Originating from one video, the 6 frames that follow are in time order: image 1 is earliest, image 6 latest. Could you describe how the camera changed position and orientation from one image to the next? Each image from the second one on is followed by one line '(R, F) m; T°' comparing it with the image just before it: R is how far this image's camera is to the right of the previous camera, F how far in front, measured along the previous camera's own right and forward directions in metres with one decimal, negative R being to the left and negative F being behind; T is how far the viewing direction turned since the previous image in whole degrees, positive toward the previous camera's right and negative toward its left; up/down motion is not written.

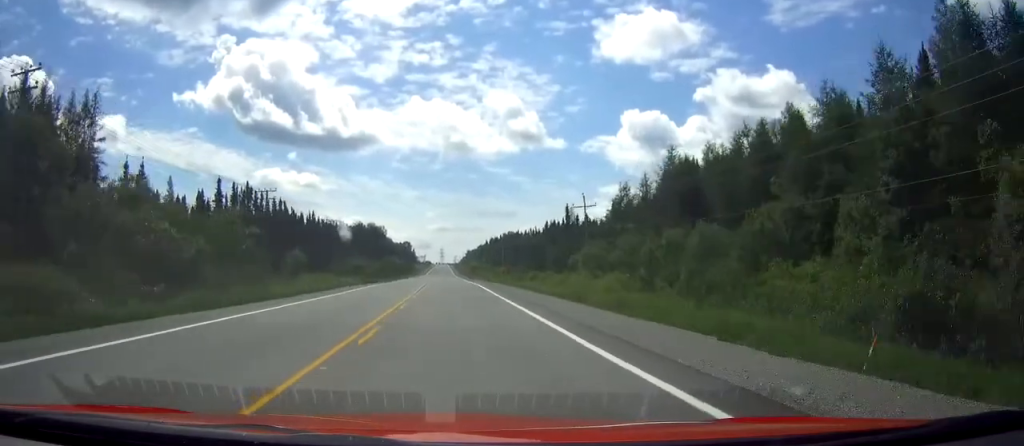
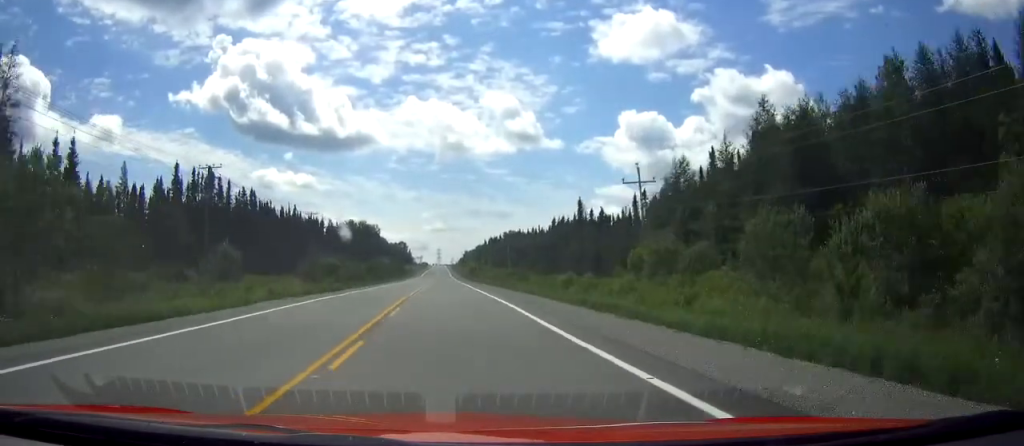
(0.0, +20.5) m; 0°
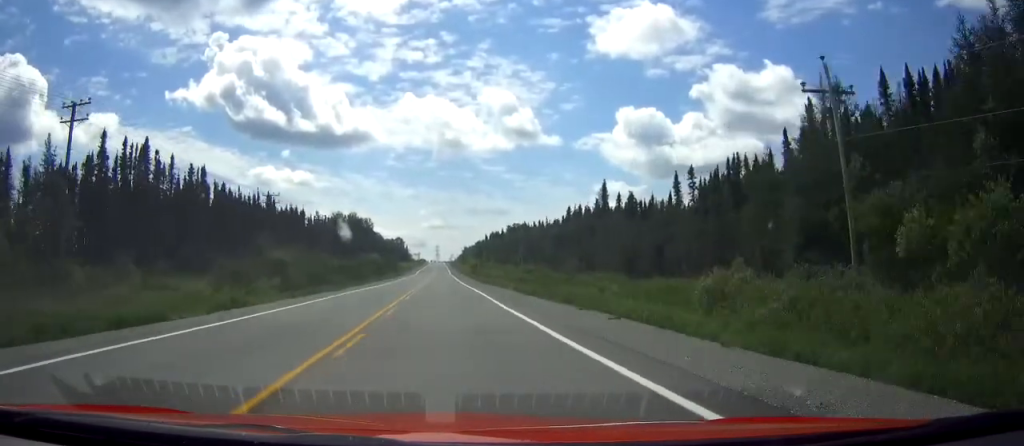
(+0.1, +26.0) m; 0°
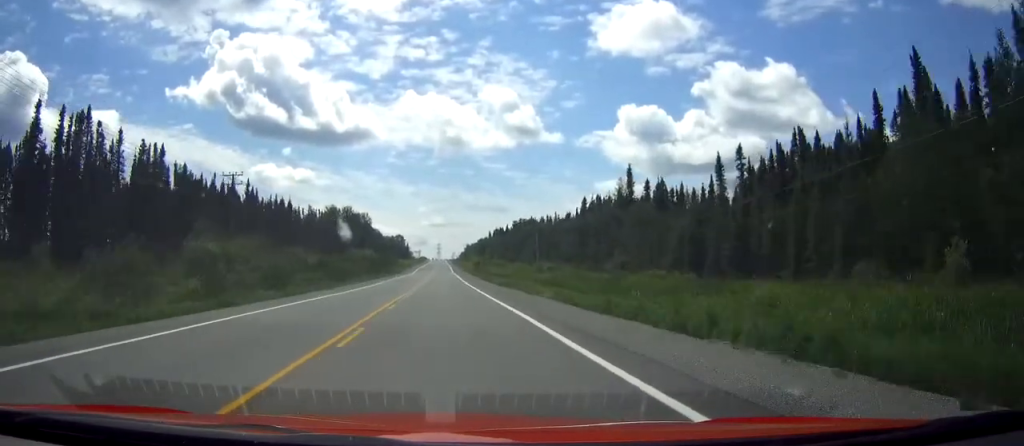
(0.0, +17.4) m; 0°
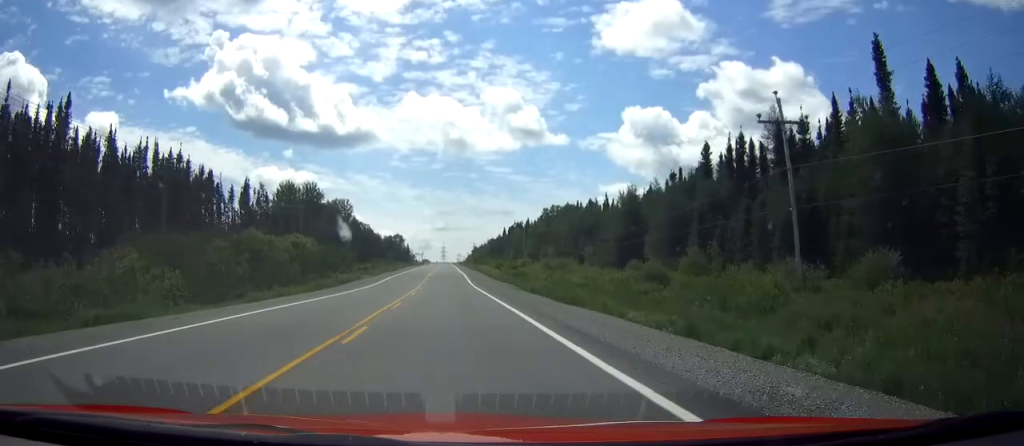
(-0.3, +71.9) m; 0°
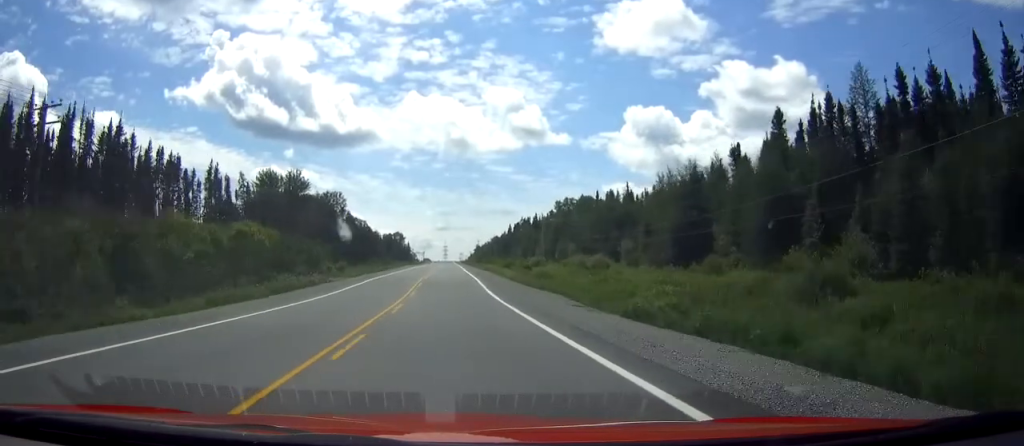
(0.0, +19.6) m; 0°
